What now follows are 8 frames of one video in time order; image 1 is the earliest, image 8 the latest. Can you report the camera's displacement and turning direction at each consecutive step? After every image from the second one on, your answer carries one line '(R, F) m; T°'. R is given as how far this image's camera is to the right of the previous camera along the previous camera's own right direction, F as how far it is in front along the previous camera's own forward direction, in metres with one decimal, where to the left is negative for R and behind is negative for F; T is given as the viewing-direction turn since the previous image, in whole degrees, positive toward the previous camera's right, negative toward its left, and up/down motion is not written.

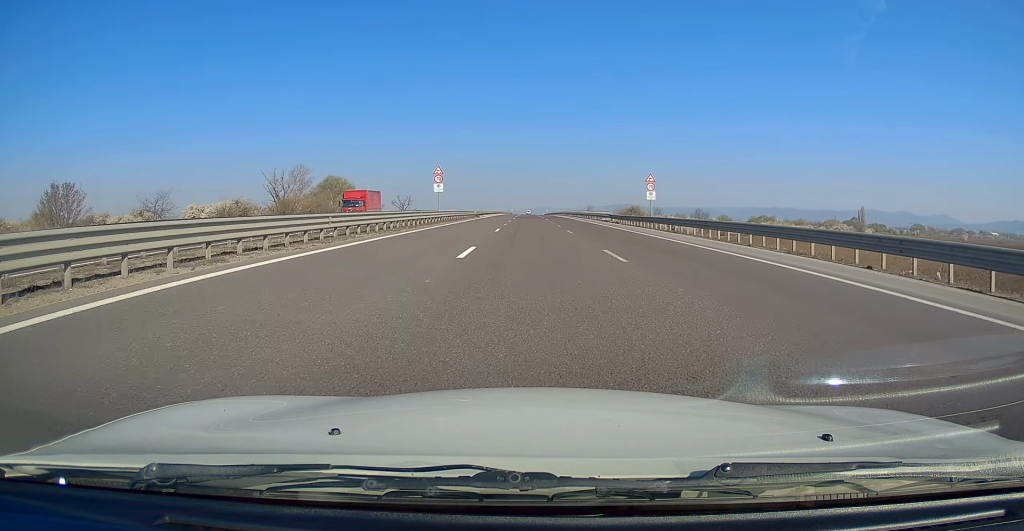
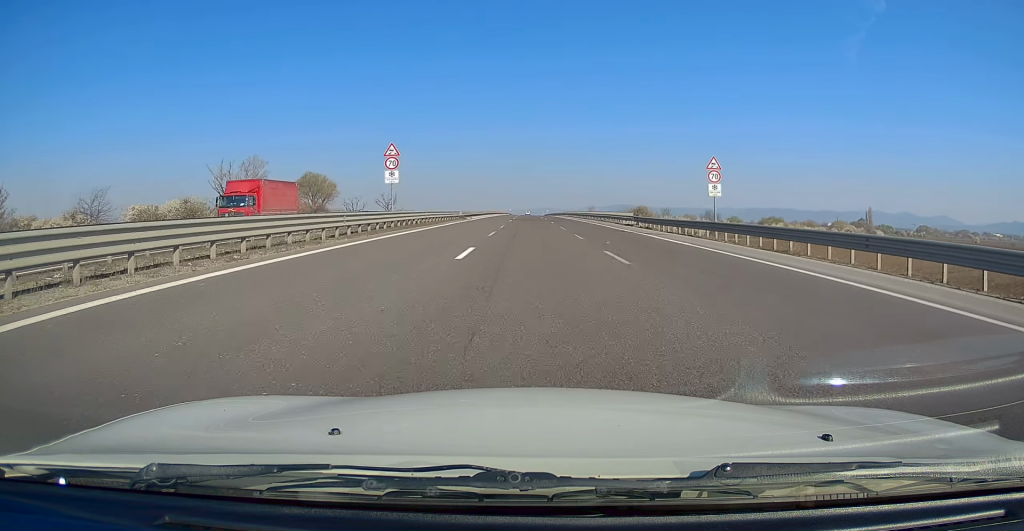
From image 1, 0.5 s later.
(0.0, +16.3) m; 0°
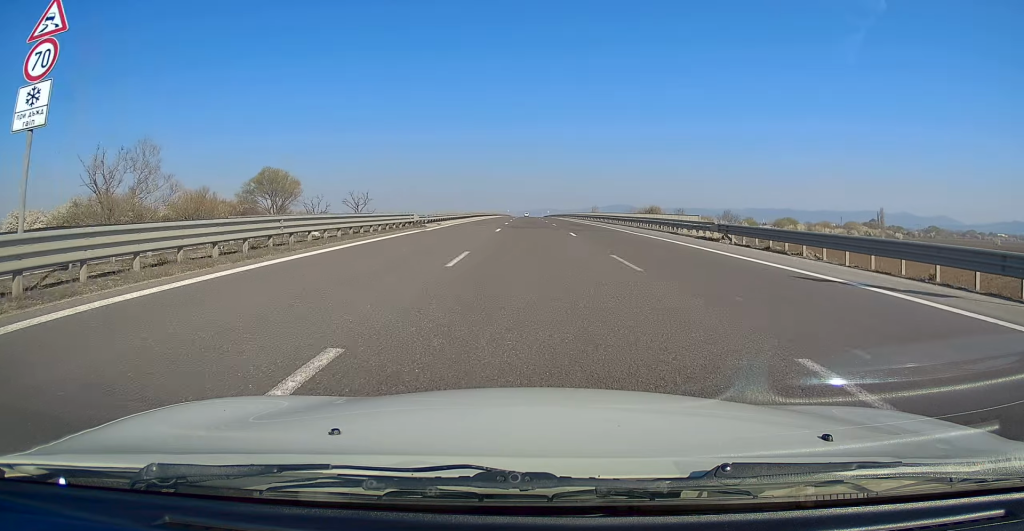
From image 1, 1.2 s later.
(-0.1, +23.9) m; 0°
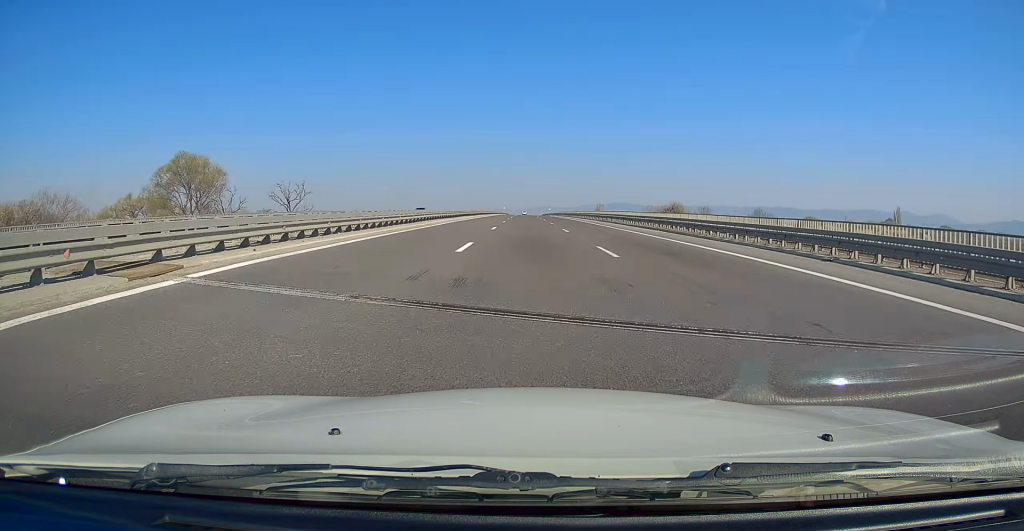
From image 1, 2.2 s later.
(0.0, +32.5) m; 0°
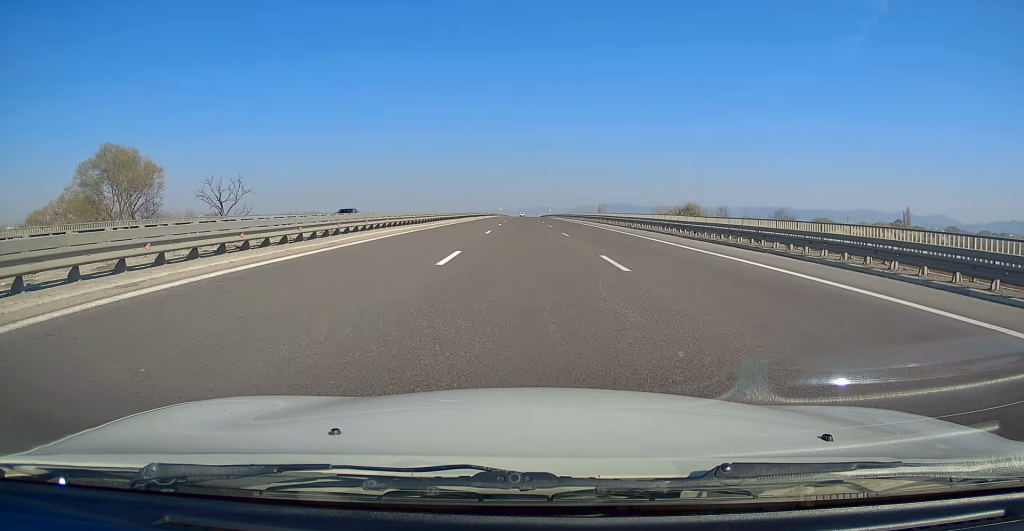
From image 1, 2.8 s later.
(+0.1, +18.4) m; 0°
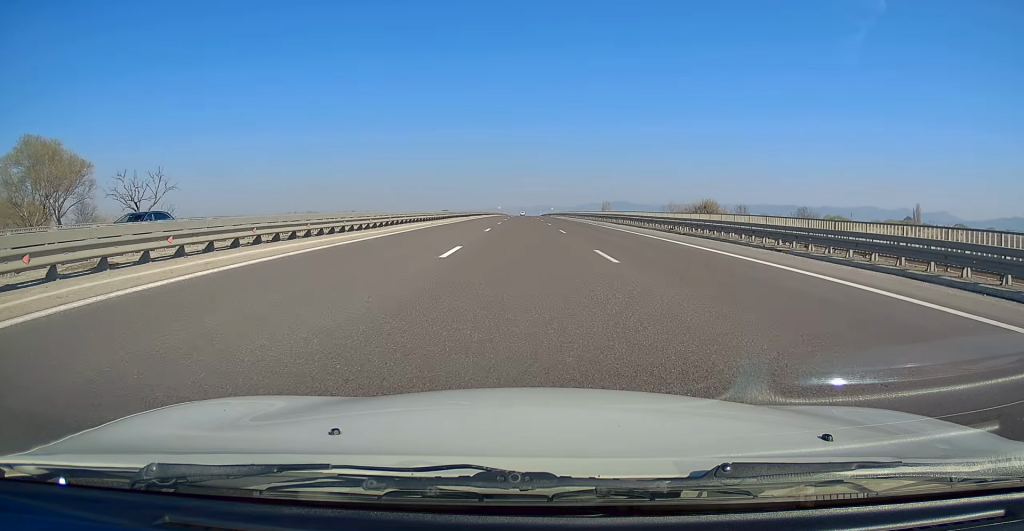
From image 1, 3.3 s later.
(-0.1, +15.1) m; 0°
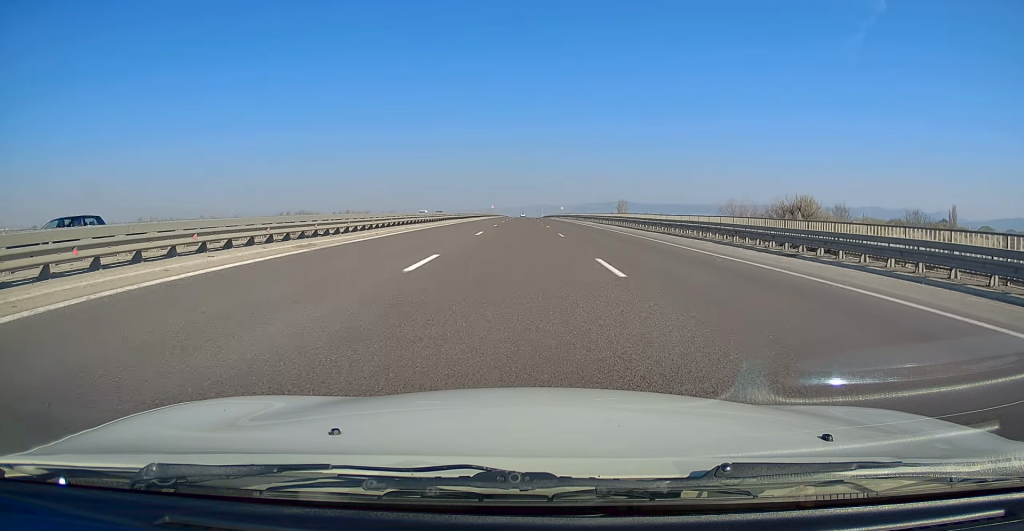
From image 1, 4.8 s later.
(+0.1, +50.8) m; 0°
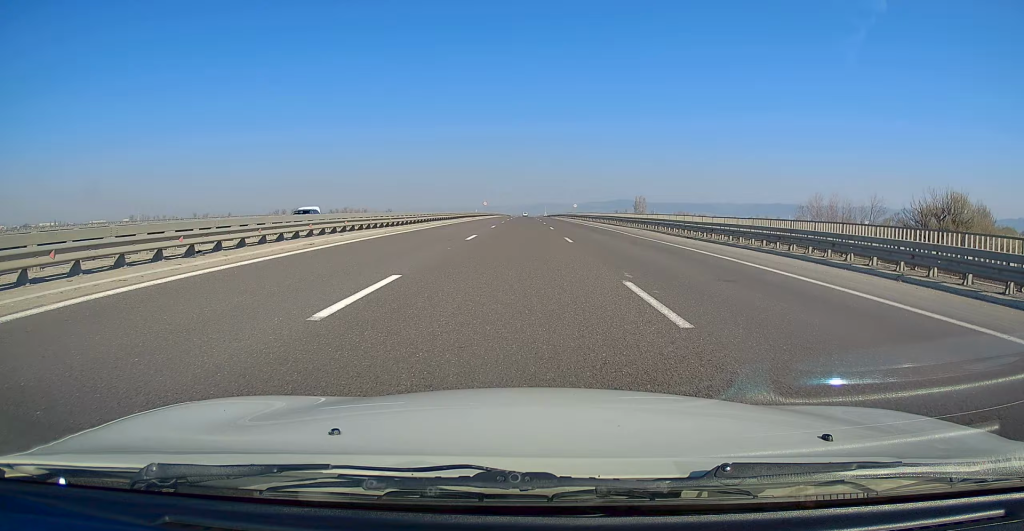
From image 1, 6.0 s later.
(-0.2, +36.5) m; -1°
